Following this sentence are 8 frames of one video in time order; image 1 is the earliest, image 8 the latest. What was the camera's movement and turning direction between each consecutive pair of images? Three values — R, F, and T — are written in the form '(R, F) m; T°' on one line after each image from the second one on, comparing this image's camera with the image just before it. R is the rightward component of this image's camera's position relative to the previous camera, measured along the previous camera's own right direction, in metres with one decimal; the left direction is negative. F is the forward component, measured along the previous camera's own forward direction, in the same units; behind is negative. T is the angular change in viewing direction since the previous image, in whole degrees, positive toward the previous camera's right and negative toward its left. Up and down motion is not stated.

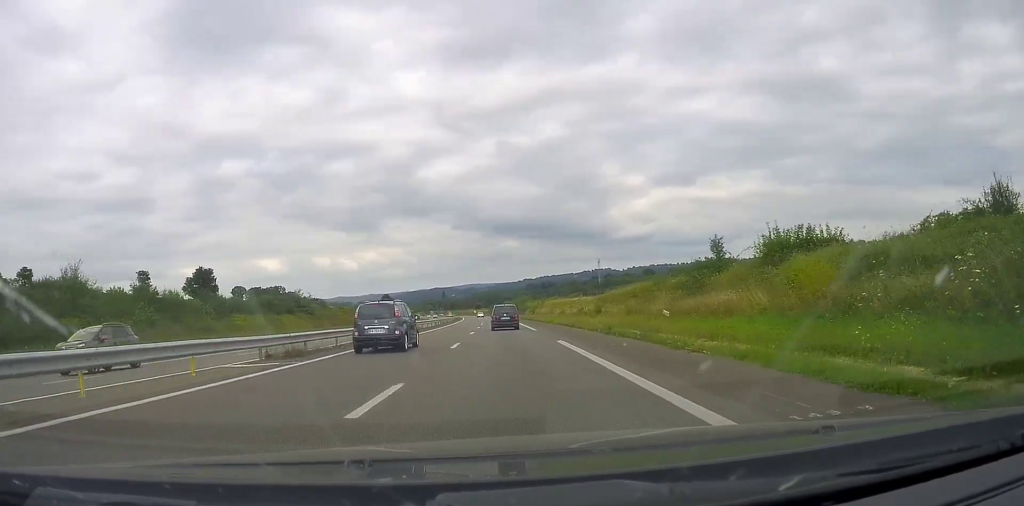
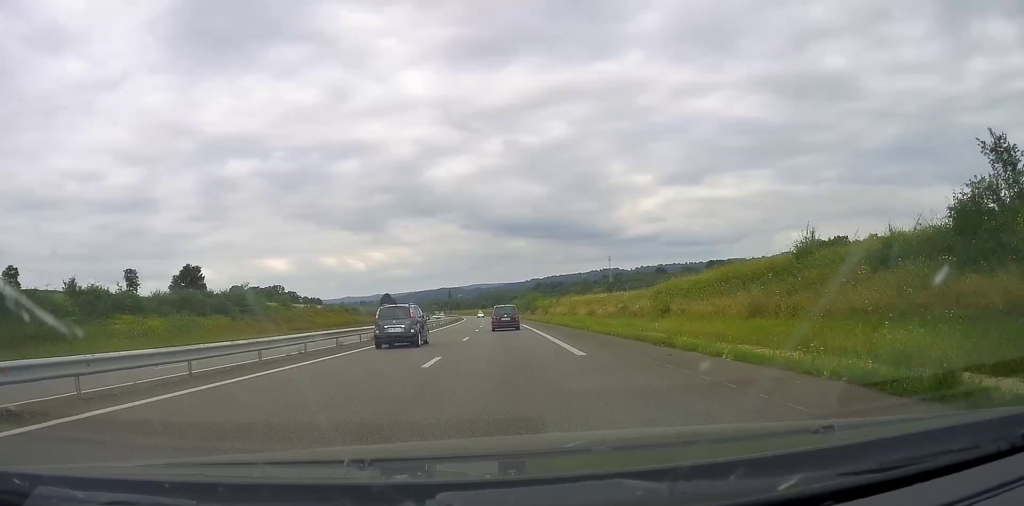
(-0.2, +20.0) m; -1°
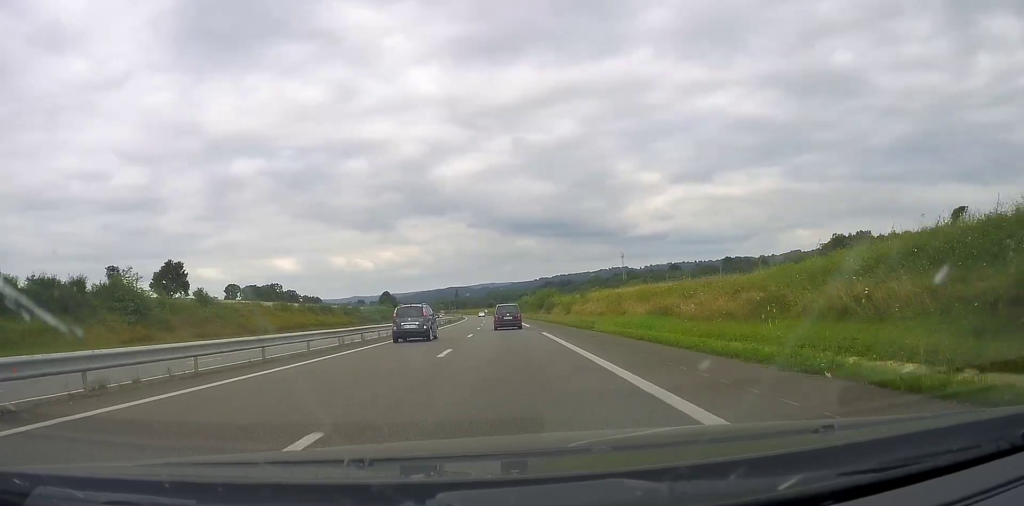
(-0.2, +23.7) m; -1°
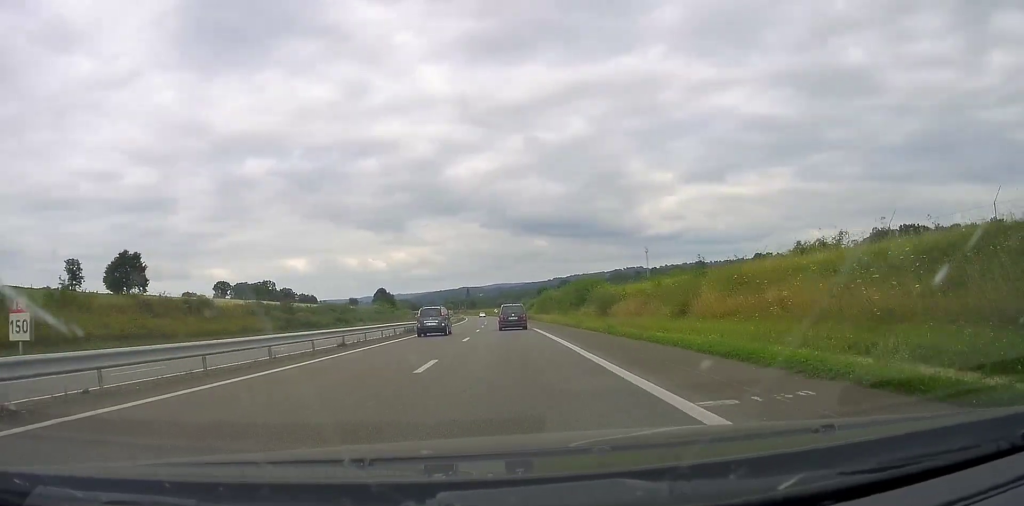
(0.0, +43.7) m; -1°
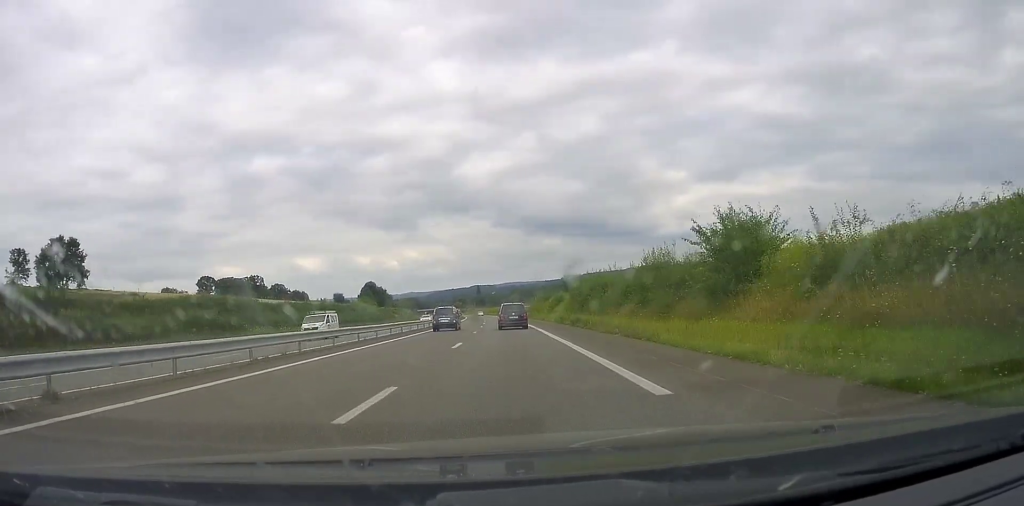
(-1.3, +45.1) m; -2°
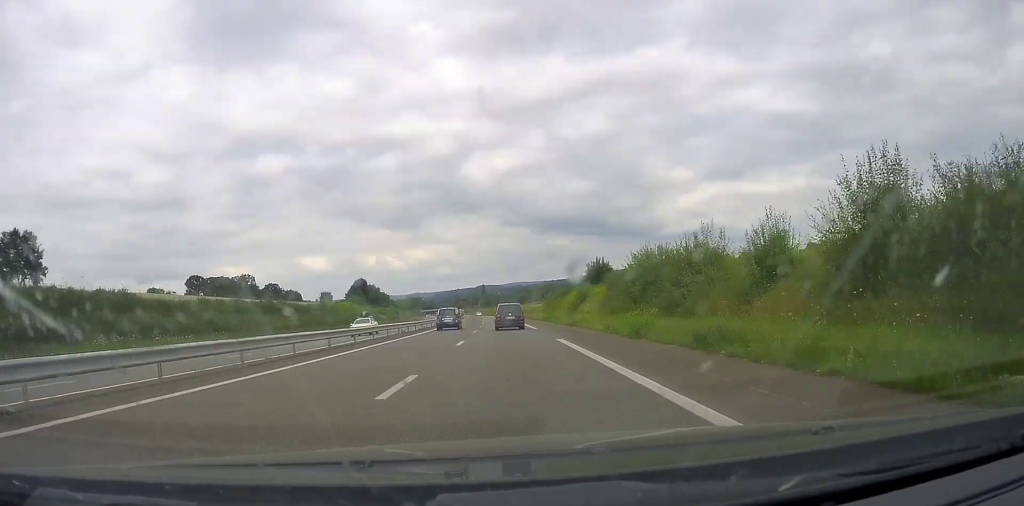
(+0.4, +24.4) m; +1°
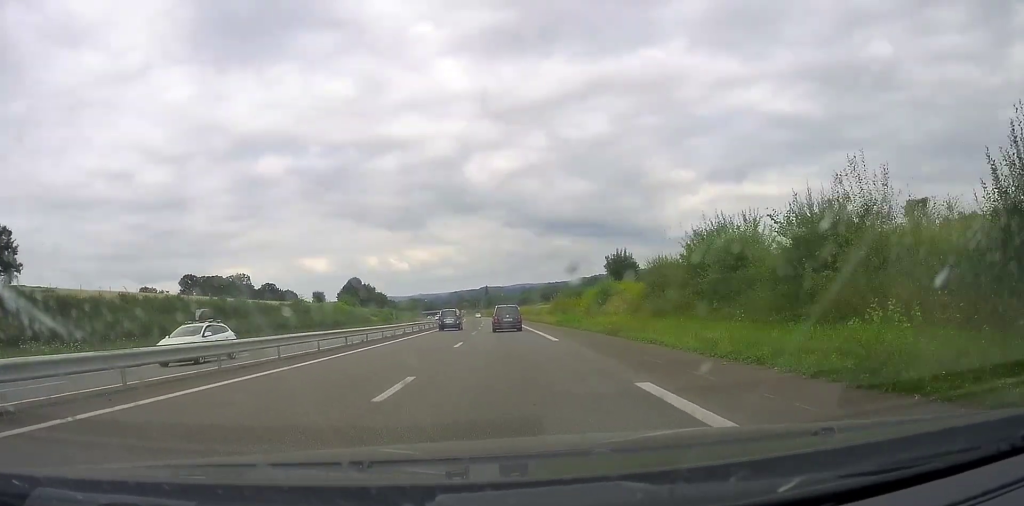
(+0.1, +13.3) m; 0°
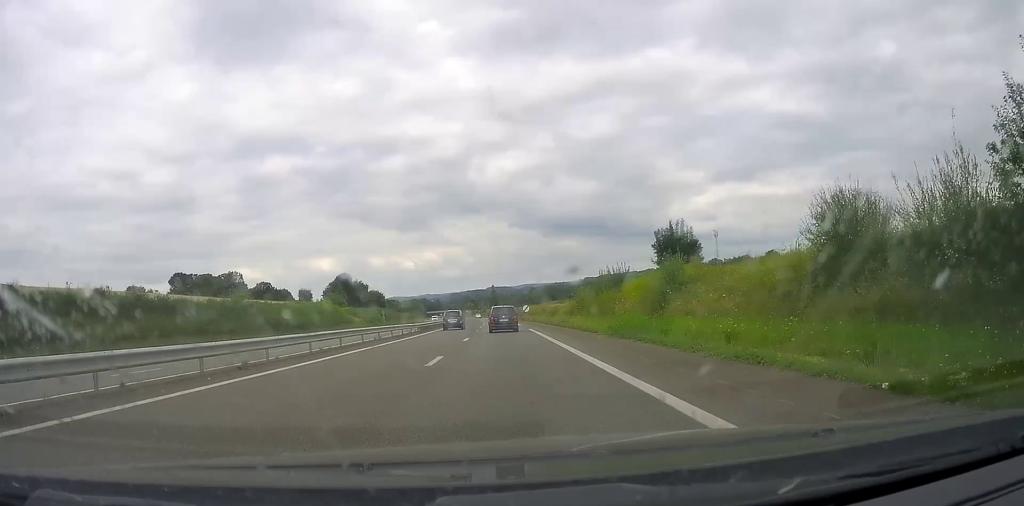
(+0.1, +21.2) m; -1°
